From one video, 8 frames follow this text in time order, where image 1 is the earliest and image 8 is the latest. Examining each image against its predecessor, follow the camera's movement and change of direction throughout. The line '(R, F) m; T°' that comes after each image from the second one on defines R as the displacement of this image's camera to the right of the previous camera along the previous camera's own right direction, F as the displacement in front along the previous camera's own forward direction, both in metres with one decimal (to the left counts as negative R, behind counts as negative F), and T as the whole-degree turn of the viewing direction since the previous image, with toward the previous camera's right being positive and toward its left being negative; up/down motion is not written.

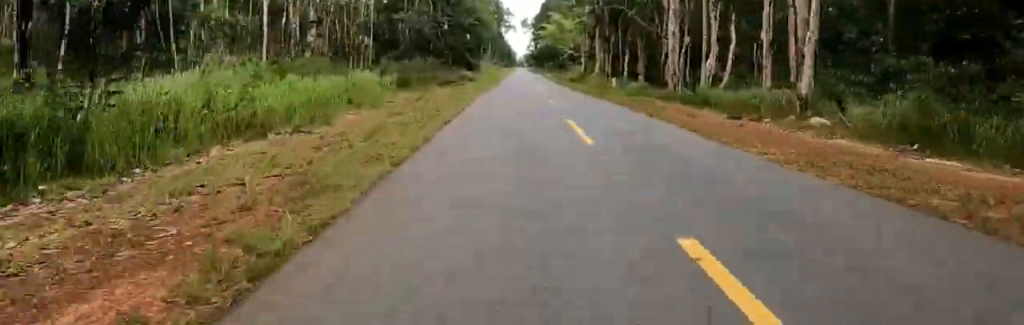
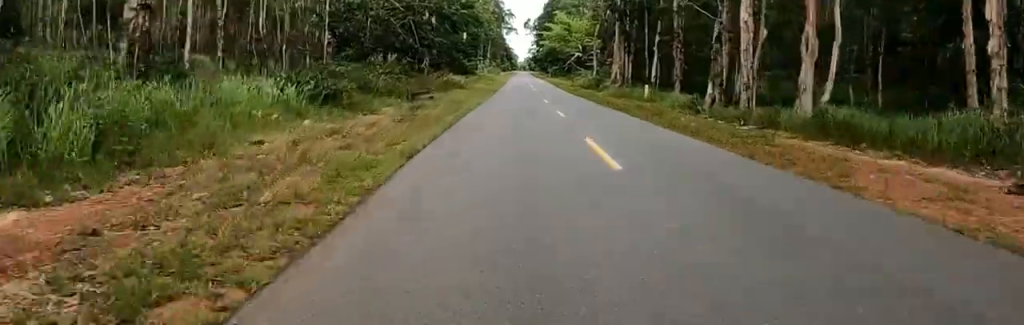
(+0.3, +9.7) m; 0°
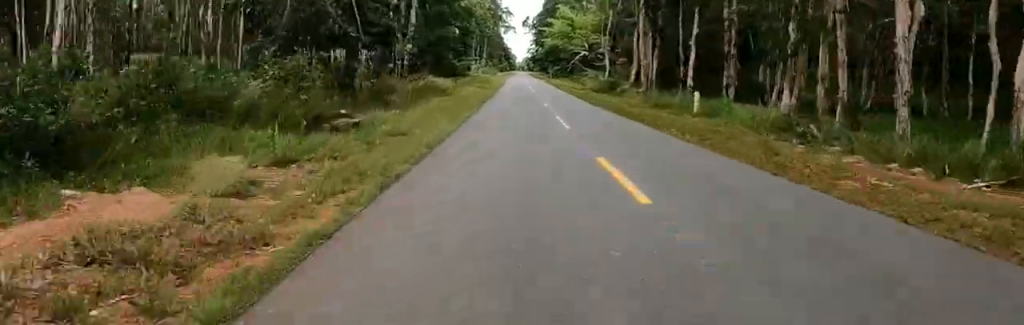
(-0.4, +9.3) m; -2°
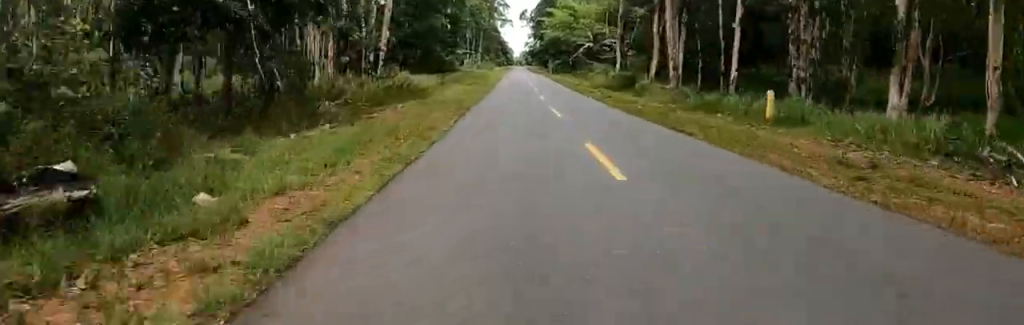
(-0.1, +7.0) m; -1°
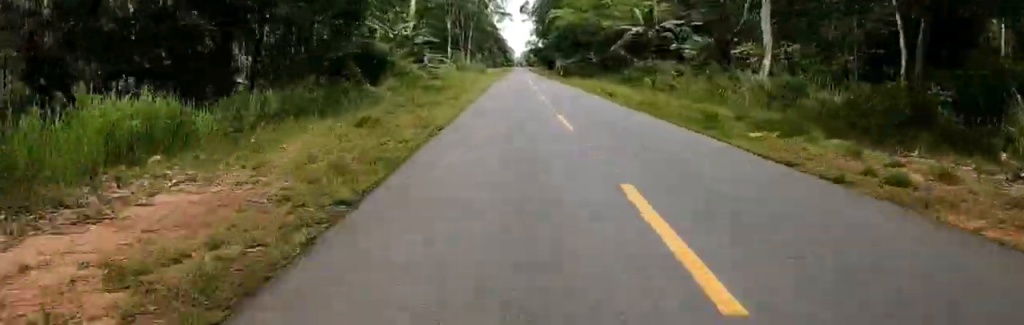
(0.0, +27.8) m; 0°
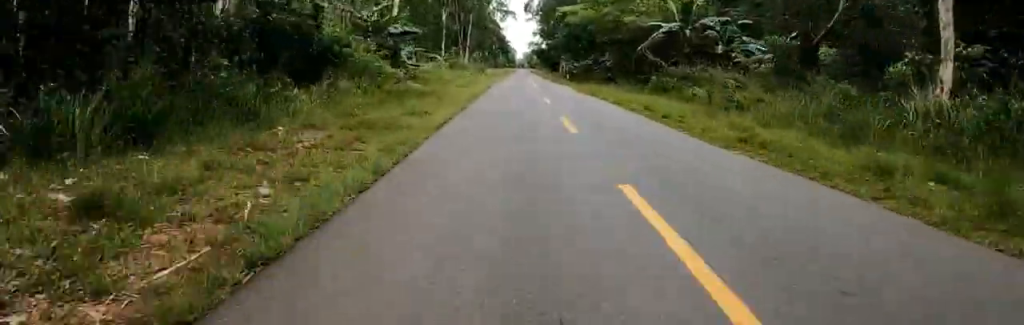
(0.0, +8.0) m; +1°
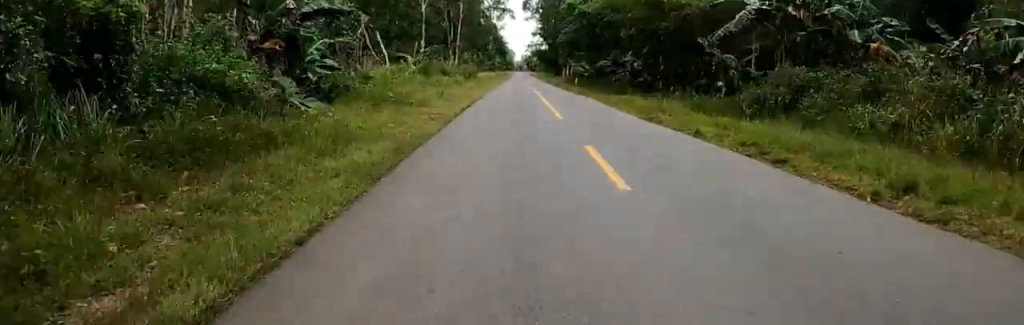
(+0.4, +13.3) m; -1°
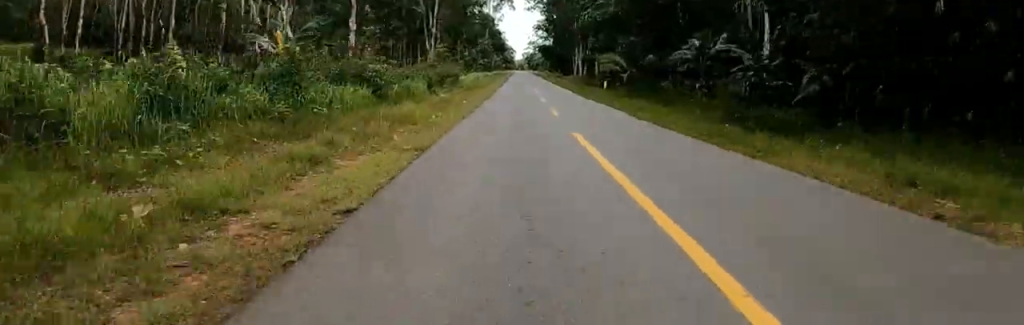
(-1.0, +21.0) m; 0°
